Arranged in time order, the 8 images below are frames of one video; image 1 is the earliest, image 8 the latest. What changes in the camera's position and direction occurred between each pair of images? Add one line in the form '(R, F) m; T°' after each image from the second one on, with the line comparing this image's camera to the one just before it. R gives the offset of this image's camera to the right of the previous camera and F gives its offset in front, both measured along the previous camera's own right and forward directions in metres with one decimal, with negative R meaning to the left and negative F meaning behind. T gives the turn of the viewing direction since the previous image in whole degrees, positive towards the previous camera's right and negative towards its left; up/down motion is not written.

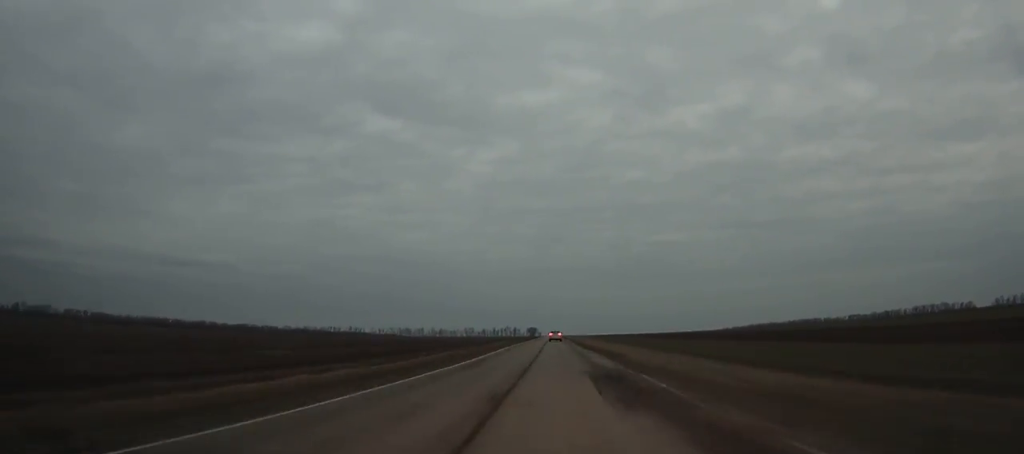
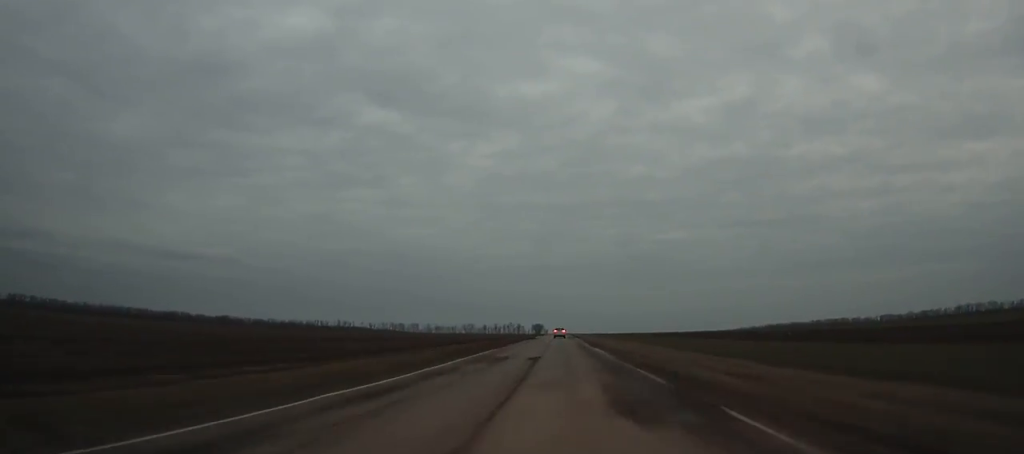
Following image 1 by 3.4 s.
(0.0, +88.0) m; 0°
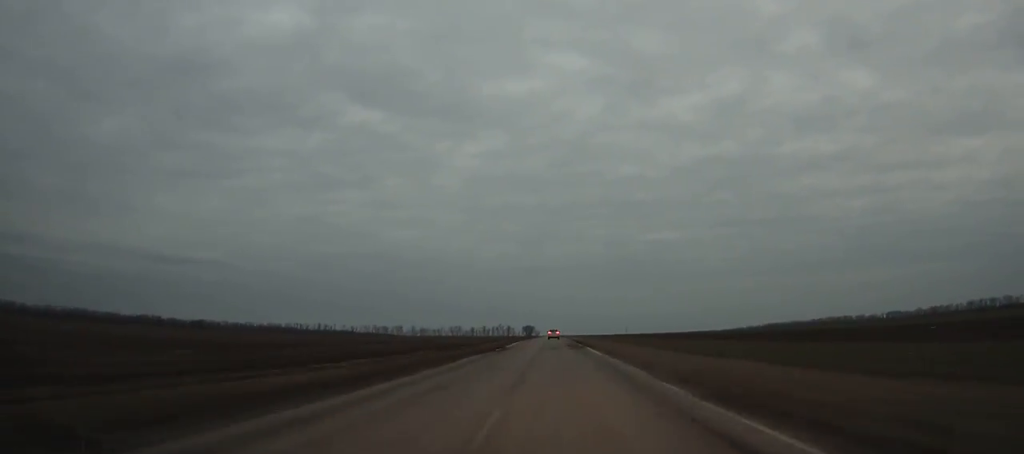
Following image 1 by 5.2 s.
(-0.1, +46.4) m; 0°
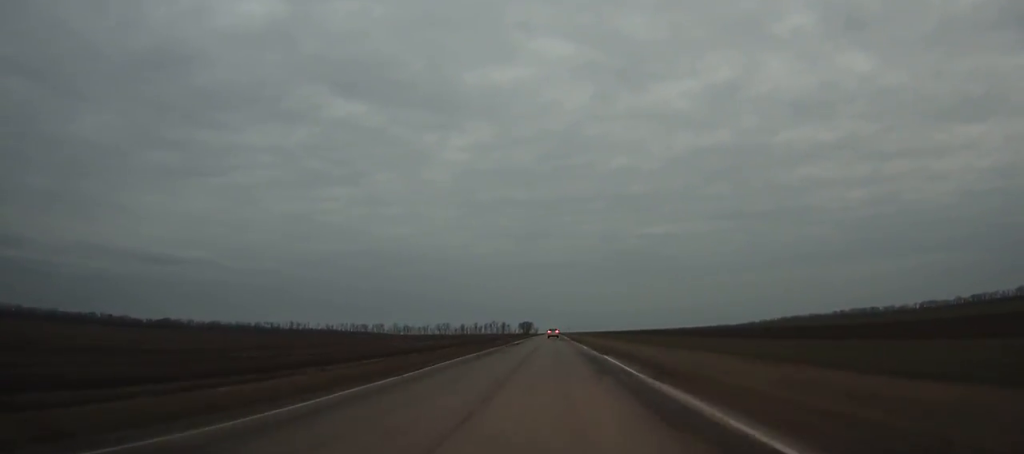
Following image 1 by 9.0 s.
(-0.1, +96.7) m; 0°
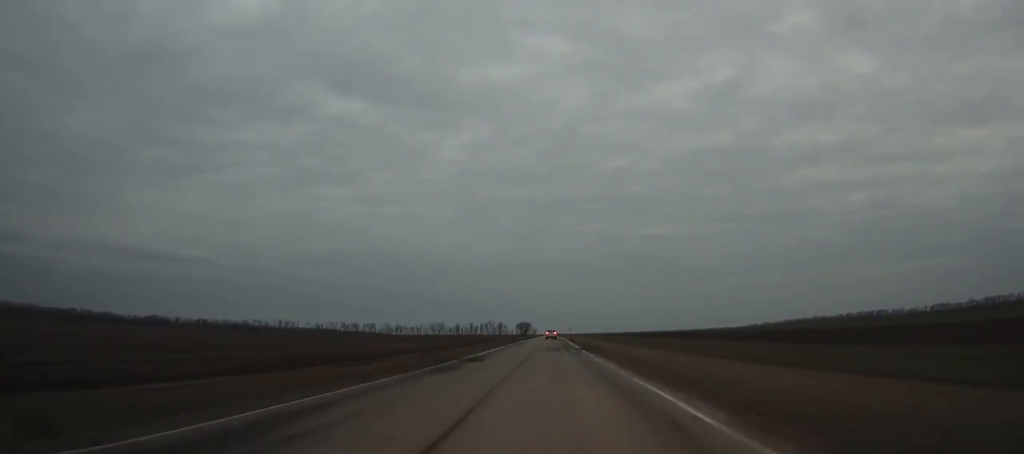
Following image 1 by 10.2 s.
(0.0, +30.1) m; 0°
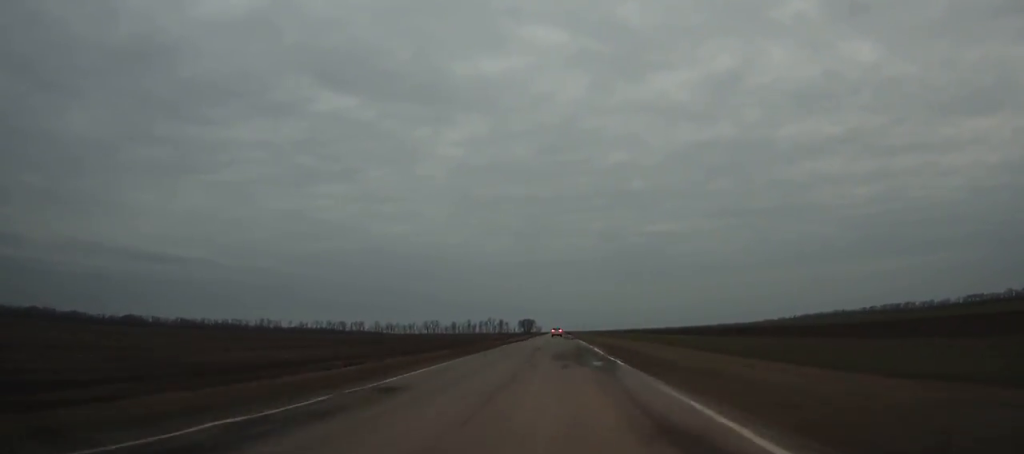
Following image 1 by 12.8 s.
(+0.1, +64.8) m; 0°
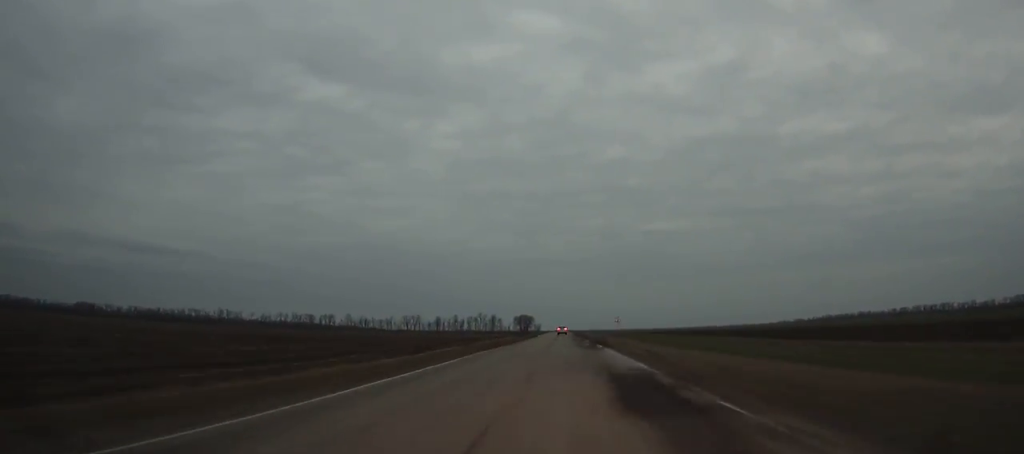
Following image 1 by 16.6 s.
(-0.2, +93.7) m; 0°
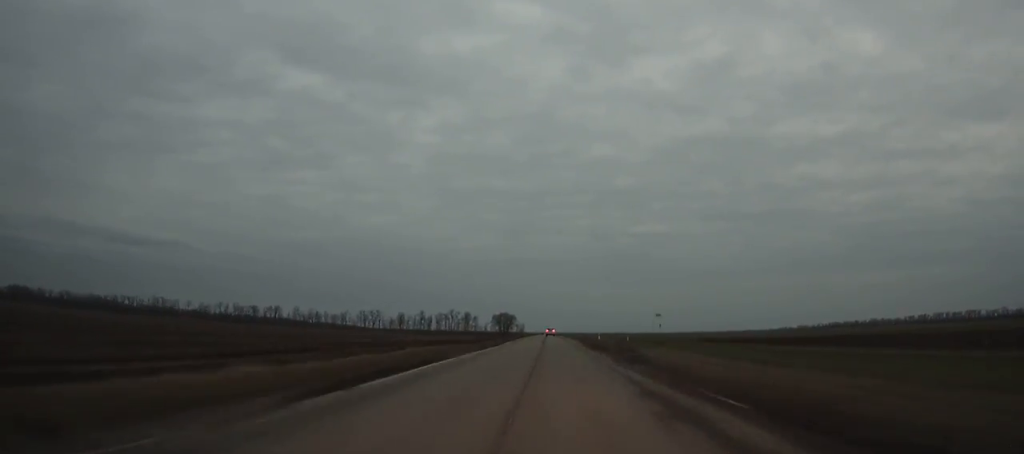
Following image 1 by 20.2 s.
(+0.4, +88.5) m; 0°
